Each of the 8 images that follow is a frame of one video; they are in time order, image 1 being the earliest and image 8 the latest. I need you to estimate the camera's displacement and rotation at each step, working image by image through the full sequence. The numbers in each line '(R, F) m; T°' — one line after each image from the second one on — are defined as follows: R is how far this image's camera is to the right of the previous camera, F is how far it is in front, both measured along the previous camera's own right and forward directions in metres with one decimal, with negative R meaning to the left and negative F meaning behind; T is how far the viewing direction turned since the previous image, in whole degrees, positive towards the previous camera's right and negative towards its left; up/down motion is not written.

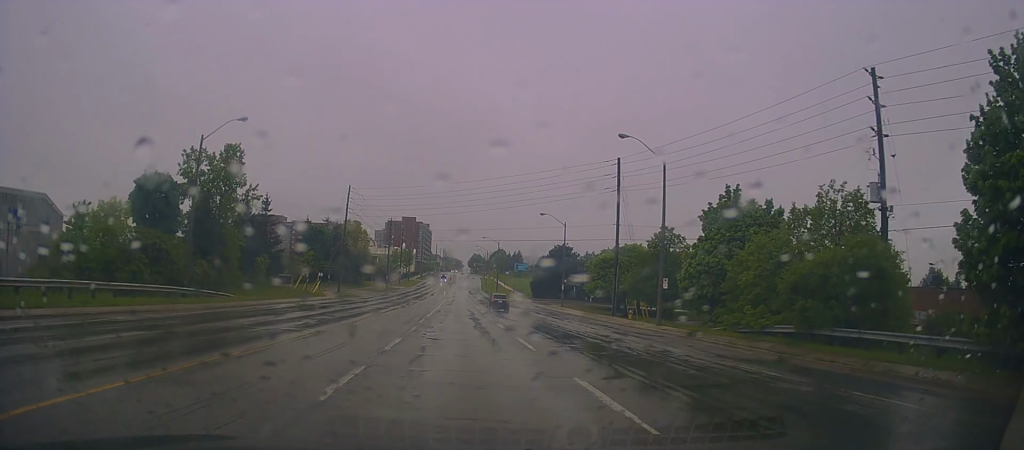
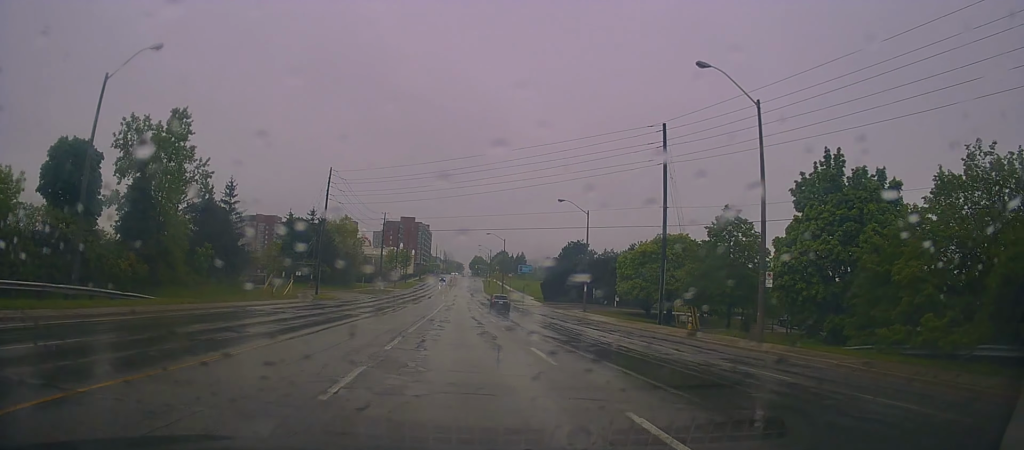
(-0.2, +12.1) m; 0°
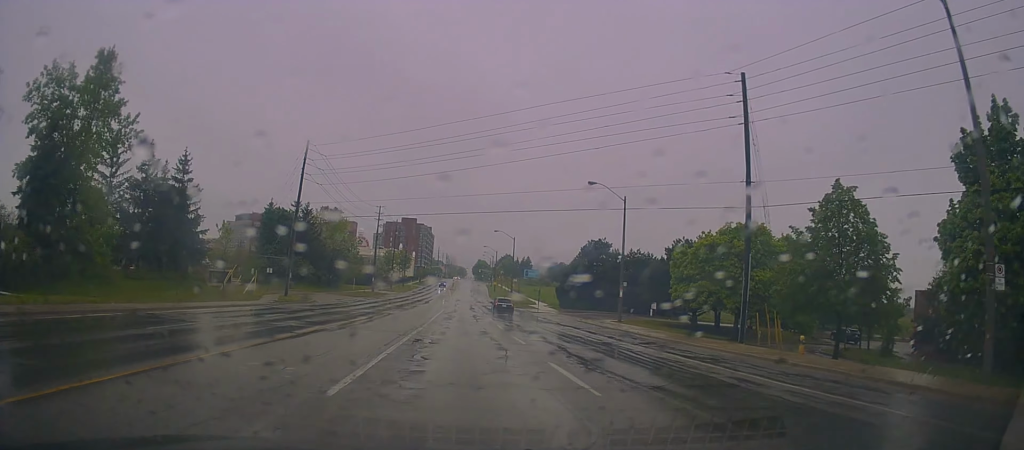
(+0.4, +12.2) m; +1°
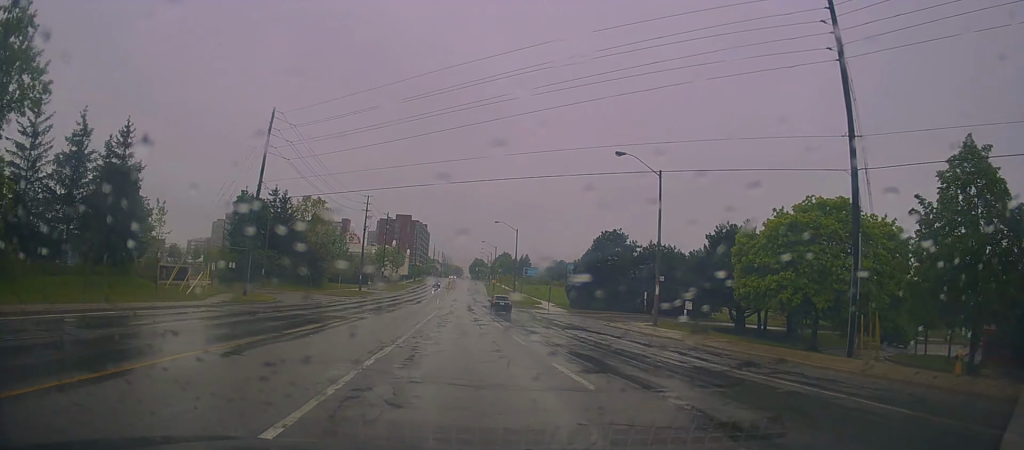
(0.0, +9.4) m; 0°
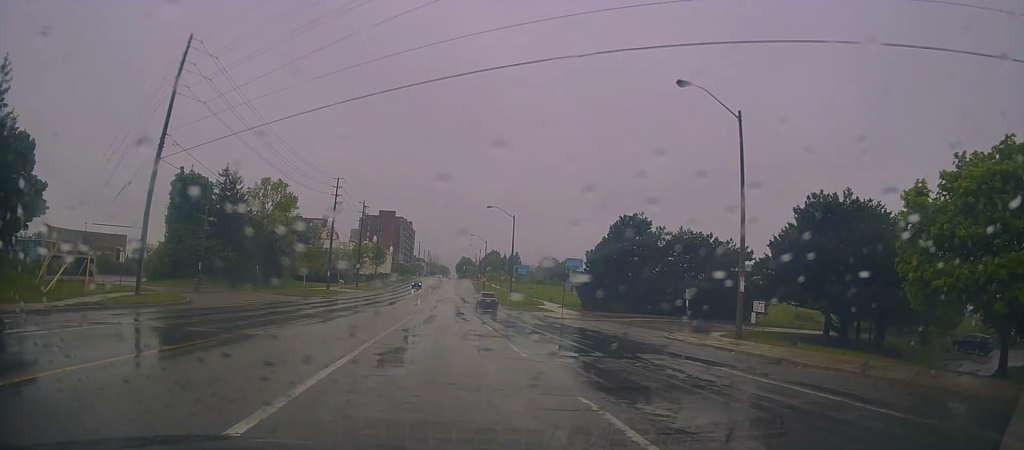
(-0.1, +13.4) m; 0°
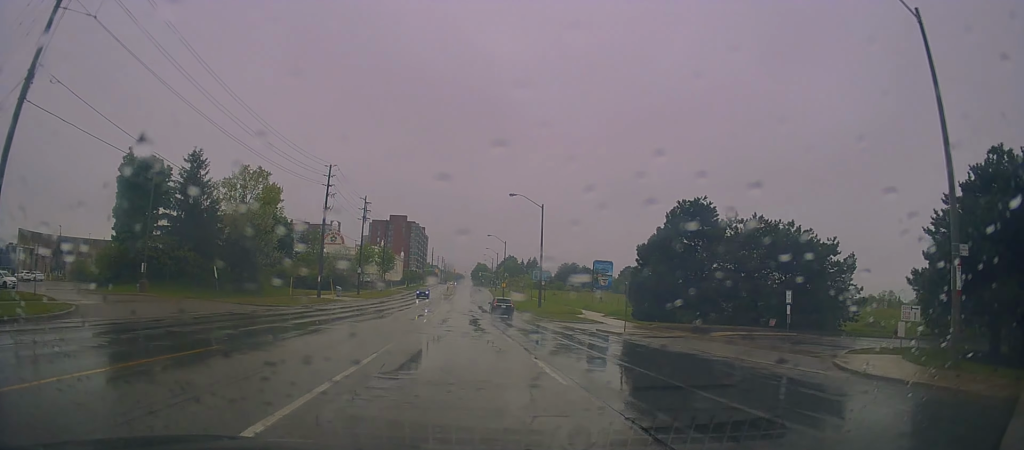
(0.0, +12.3) m; +1°
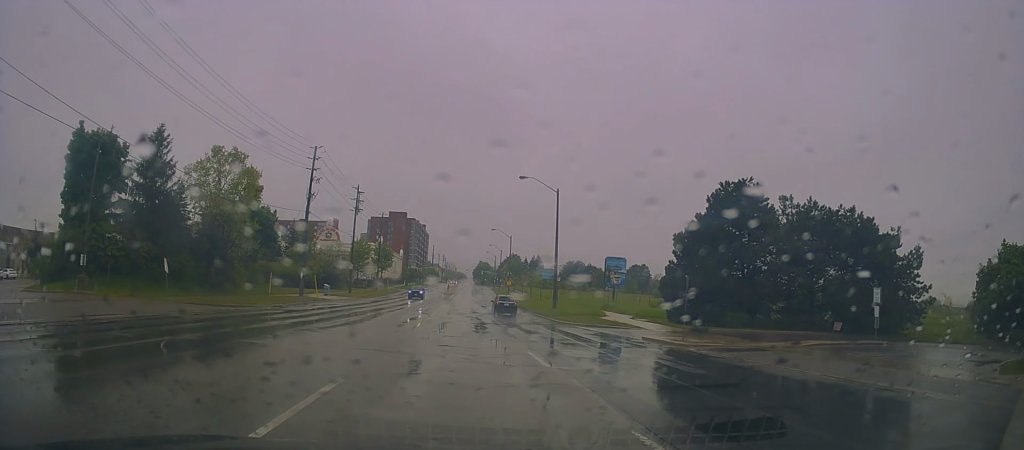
(-0.1, +7.6) m; +1°
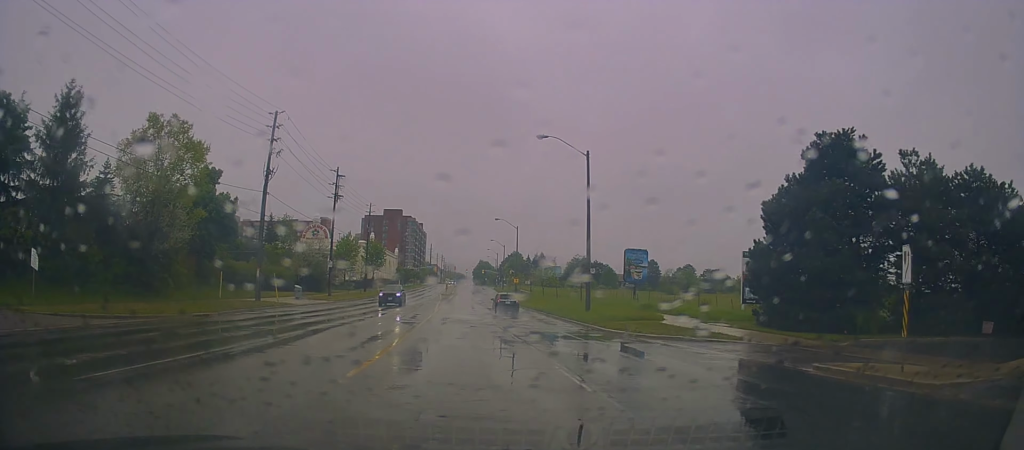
(+0.4, +12.0) m; 0°
